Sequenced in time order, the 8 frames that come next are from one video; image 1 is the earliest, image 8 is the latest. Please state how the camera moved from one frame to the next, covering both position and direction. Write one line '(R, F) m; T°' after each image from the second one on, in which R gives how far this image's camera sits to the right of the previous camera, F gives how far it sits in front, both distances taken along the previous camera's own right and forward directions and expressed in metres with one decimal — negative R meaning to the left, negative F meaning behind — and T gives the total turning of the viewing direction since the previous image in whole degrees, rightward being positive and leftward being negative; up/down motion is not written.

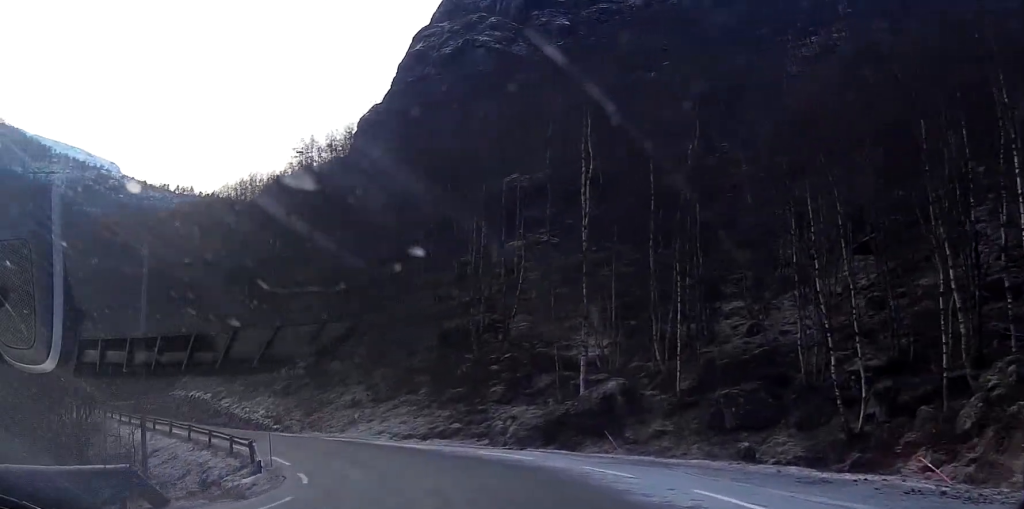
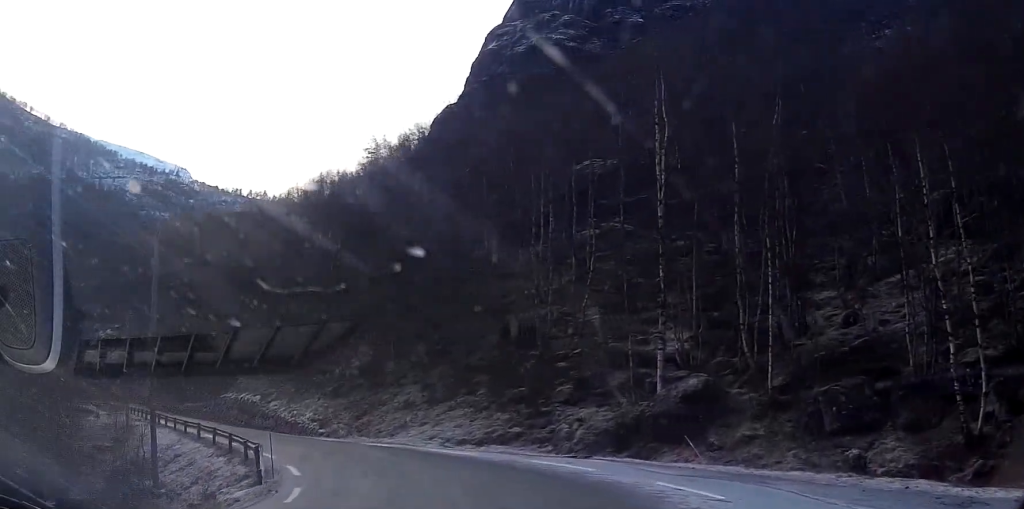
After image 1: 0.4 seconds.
(+0.1, +4.1) m; -4°
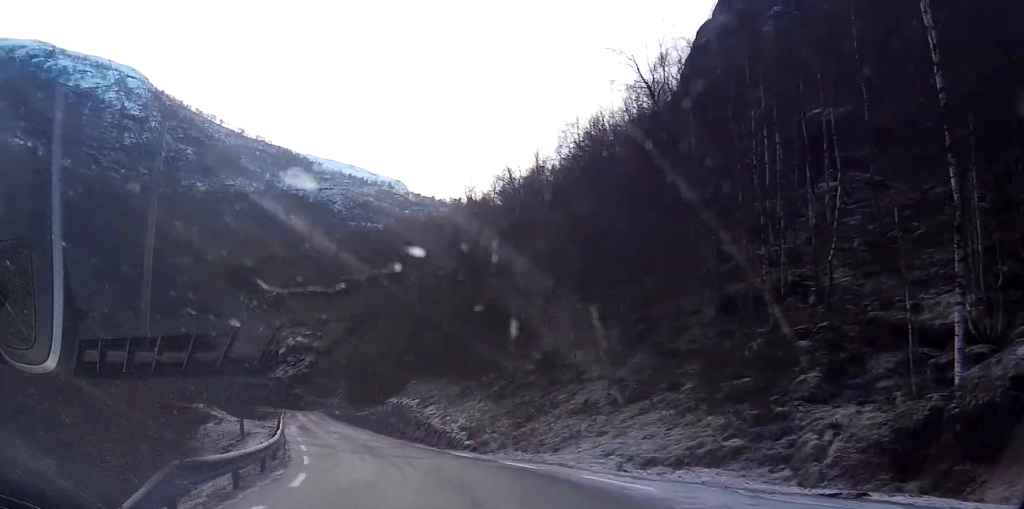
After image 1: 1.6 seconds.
(-1.3, +11.0) m; -18°
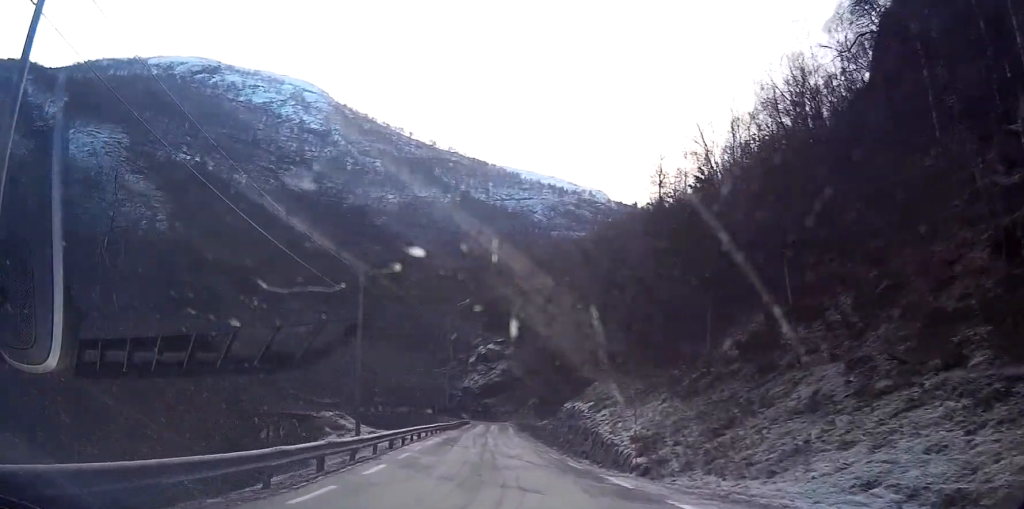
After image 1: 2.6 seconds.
(-1.6, +10.0) m; -15°
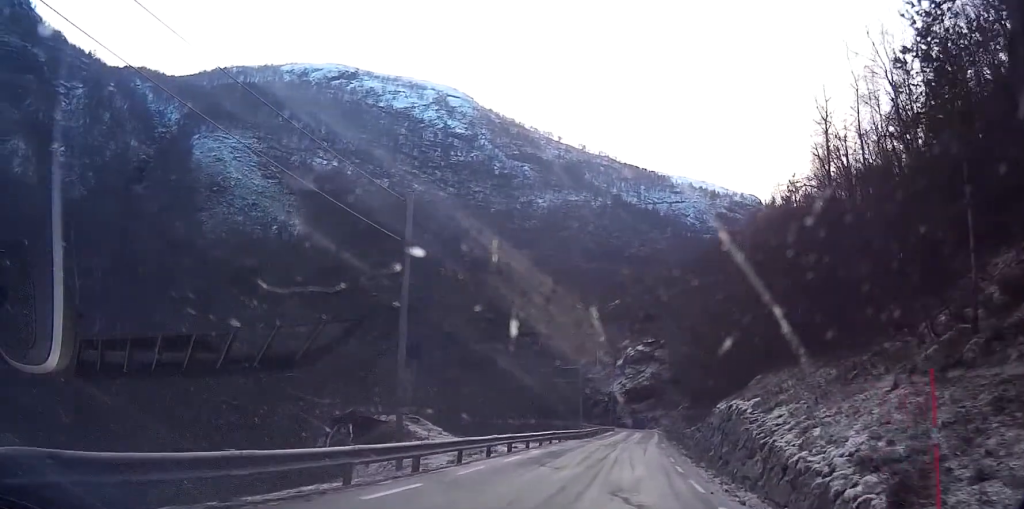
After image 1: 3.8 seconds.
(-1.2, +12.2) m; -8°
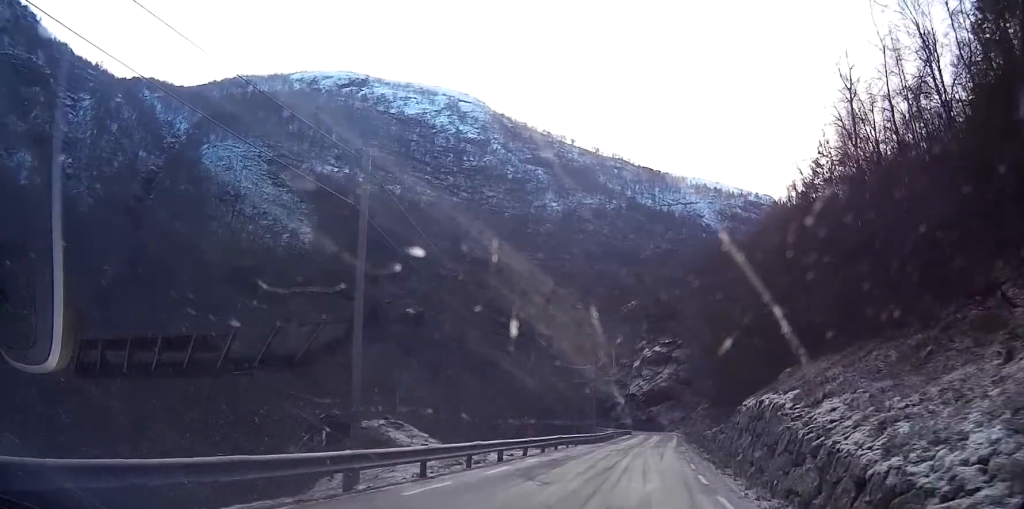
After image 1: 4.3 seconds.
(-0.1, +4.5) m; -1°
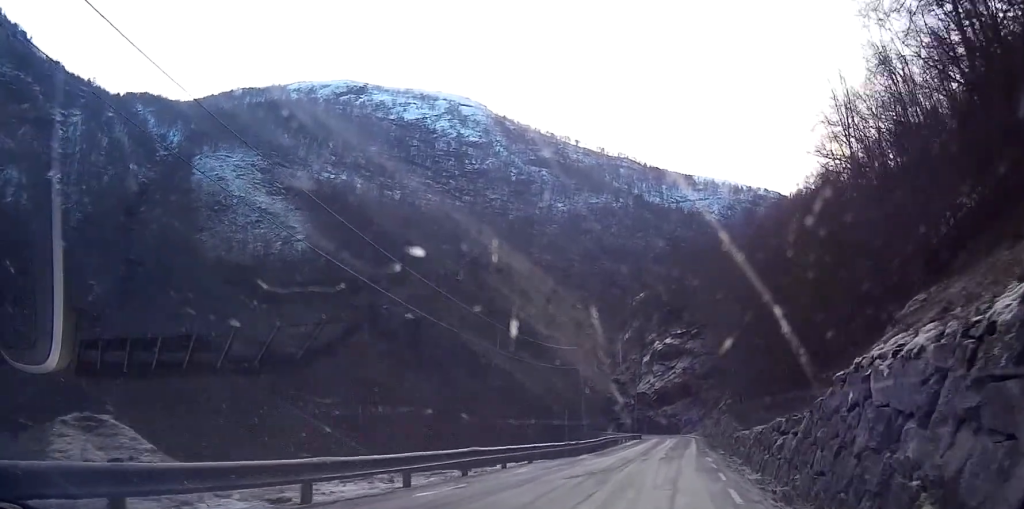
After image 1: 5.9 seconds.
(-0.6, +17.7) m; -2°
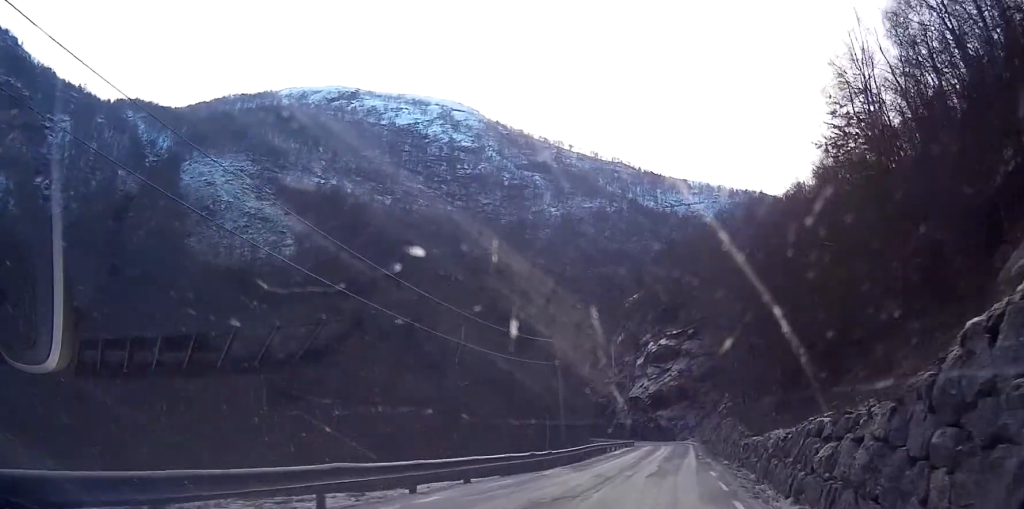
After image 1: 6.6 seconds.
(0.0, +7.4) m; 0°
